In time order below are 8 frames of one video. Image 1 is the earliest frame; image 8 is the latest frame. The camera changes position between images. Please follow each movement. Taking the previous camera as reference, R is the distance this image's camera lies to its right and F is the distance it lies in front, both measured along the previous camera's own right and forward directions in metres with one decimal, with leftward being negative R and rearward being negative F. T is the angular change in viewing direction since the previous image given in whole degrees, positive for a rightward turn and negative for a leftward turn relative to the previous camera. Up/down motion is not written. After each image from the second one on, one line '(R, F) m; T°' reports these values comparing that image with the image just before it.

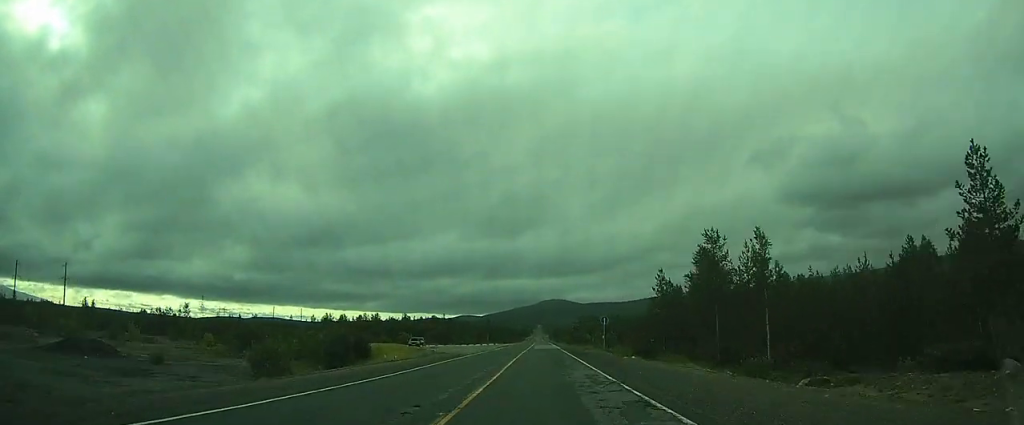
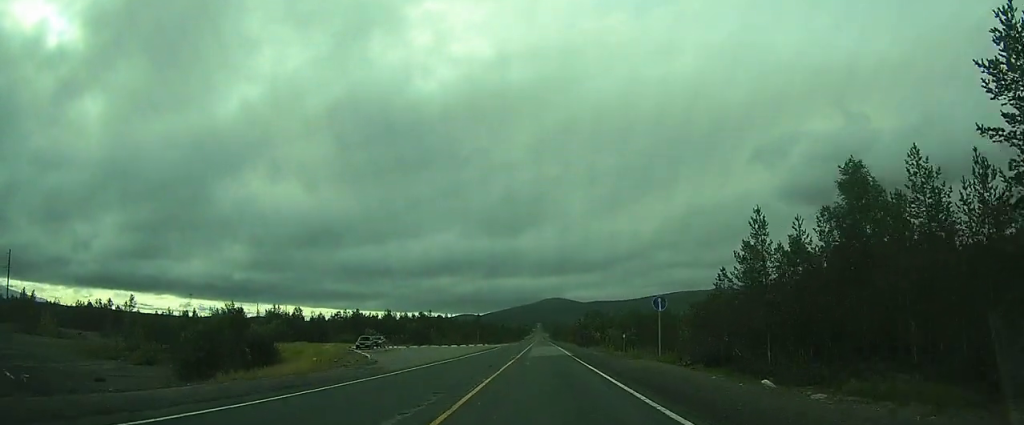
(0.0, +25.2) m; 0°
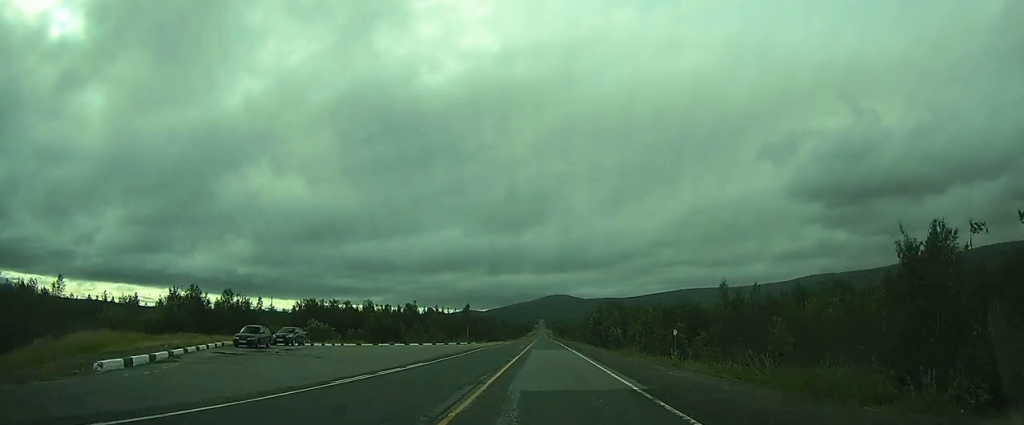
(-0.1, +26.8) m; 0°
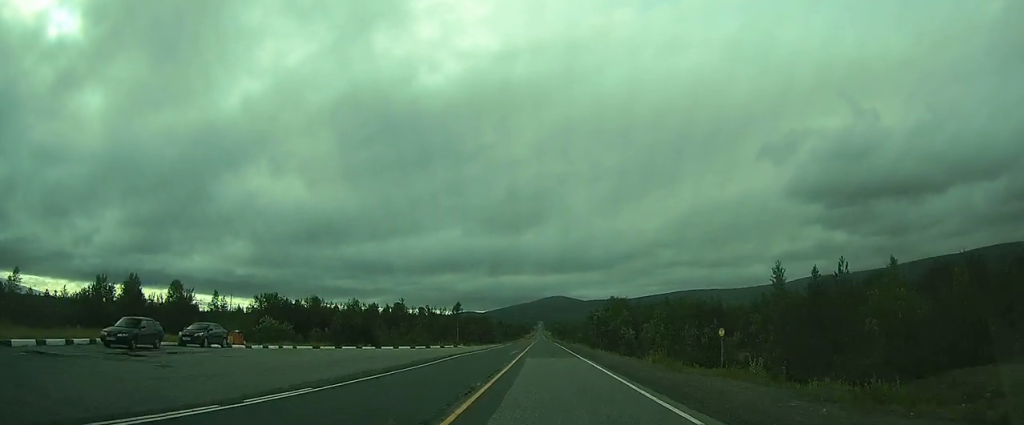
(0.0, +12.6) m; 0°
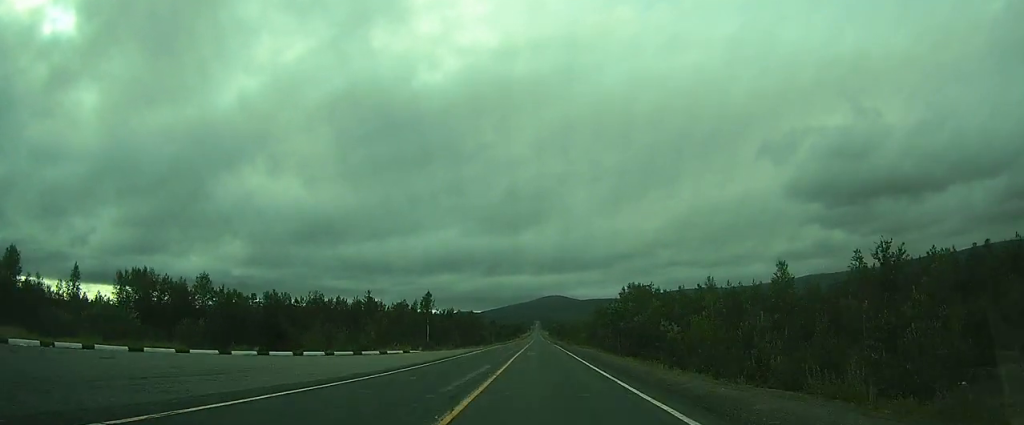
(0.0, +26.0) m; 0°
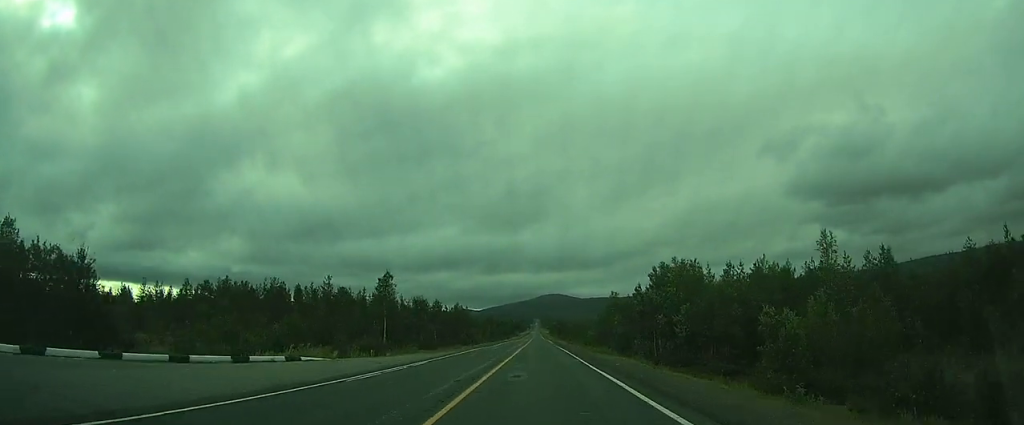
(0.0, +22.8) m; 0°
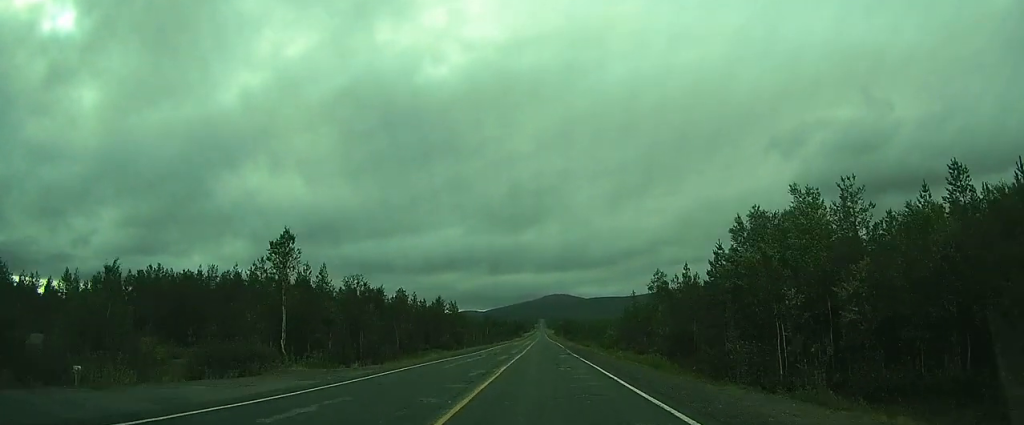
(0.0, +25.1) m; 0°
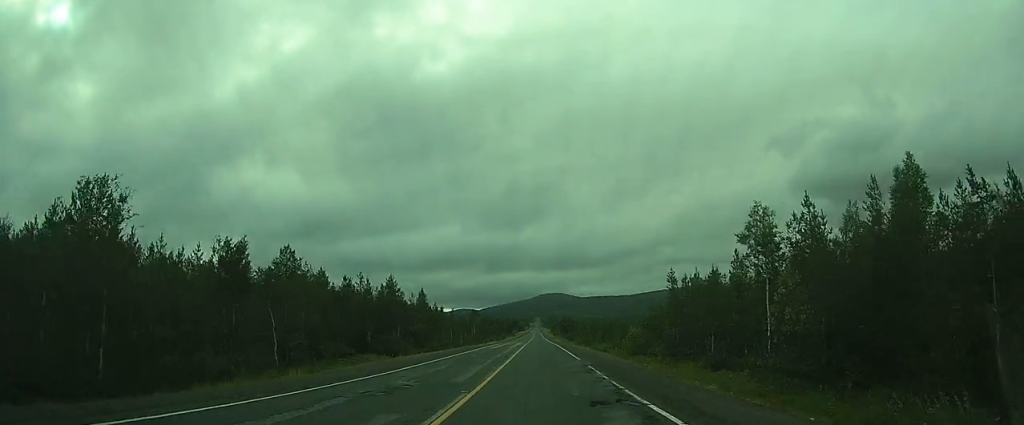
(0.0, +27.3) m; 0°
